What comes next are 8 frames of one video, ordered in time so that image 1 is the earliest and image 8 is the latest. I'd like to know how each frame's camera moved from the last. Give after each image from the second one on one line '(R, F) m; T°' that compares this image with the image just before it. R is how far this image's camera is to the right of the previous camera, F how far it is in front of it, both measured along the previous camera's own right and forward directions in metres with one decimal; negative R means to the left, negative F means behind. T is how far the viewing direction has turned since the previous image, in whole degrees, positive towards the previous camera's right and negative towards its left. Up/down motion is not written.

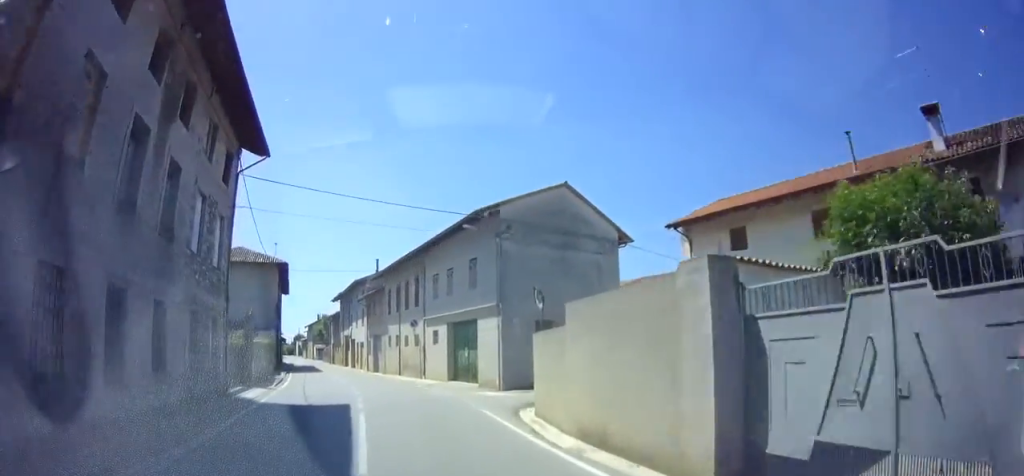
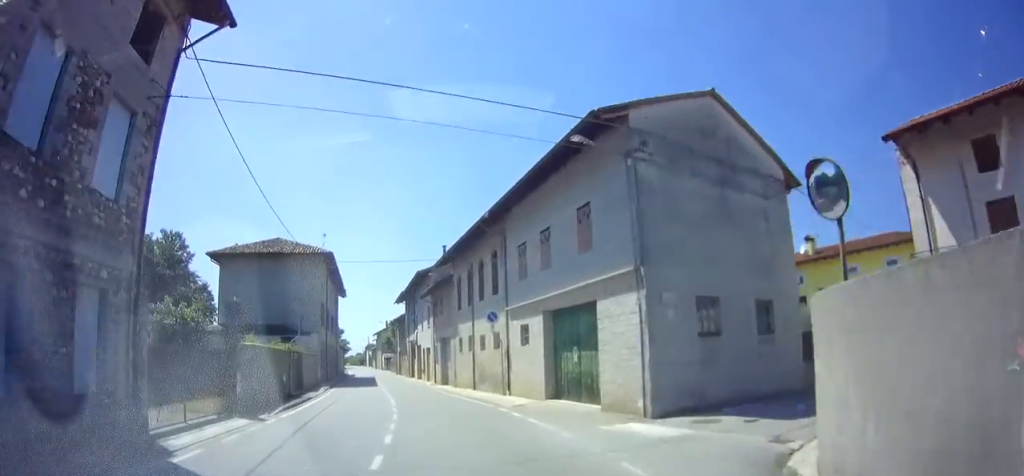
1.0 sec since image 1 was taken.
(0.0, +8.9) m; -1°
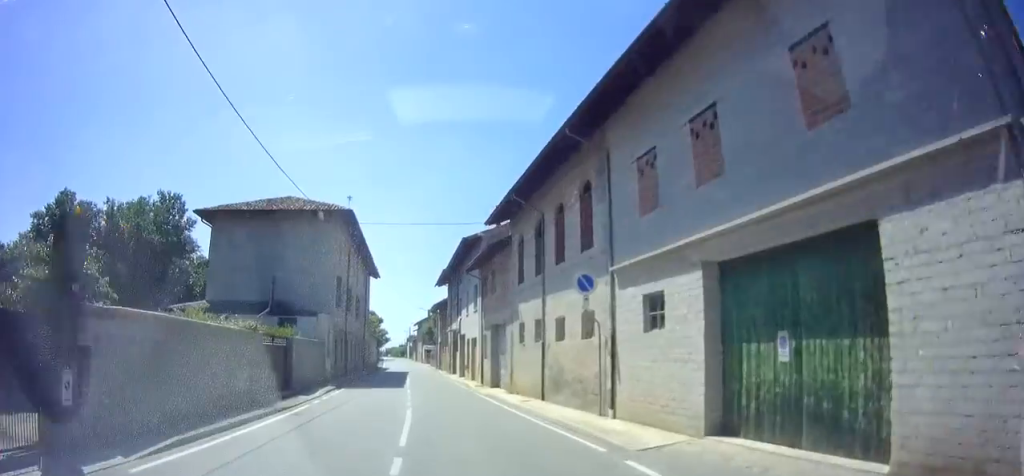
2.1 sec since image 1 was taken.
(-0.2, +9.2) m; -2°
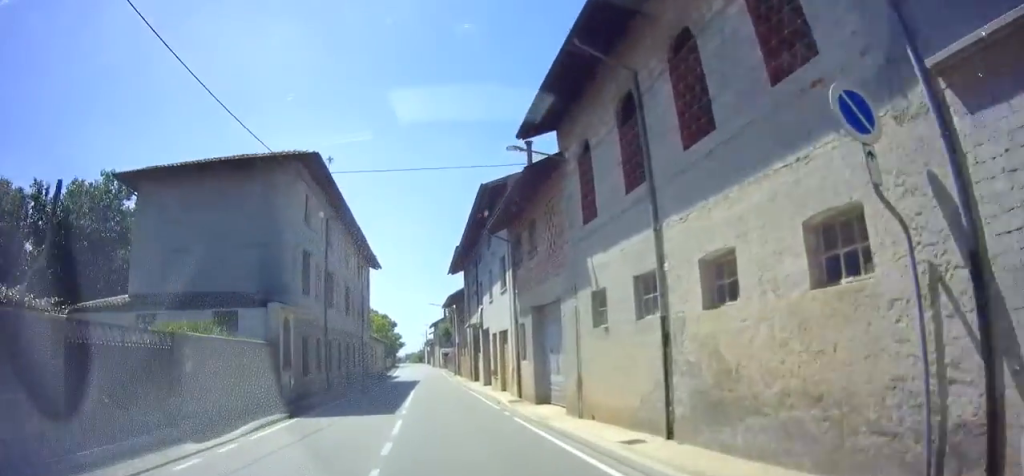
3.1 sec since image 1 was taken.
(-0.1, +10.1) m; -5°
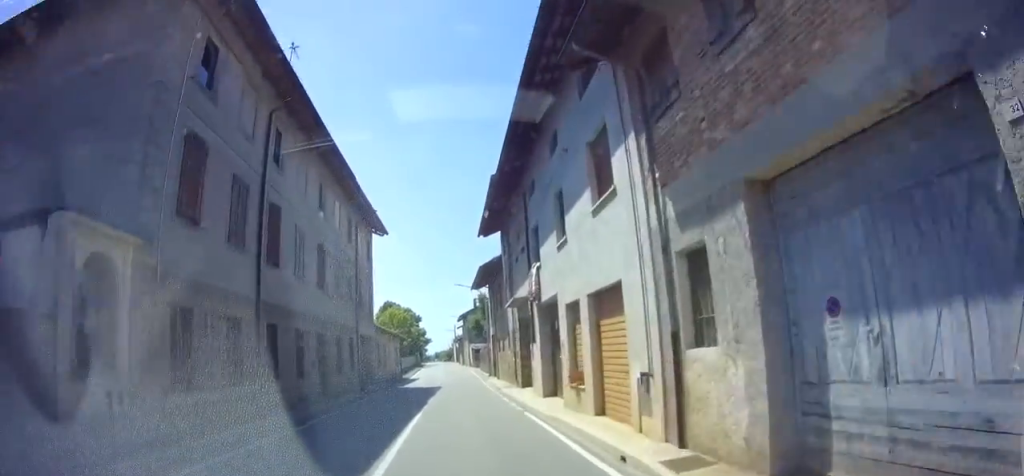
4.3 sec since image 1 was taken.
(-0.9, +12.1) m; -6°
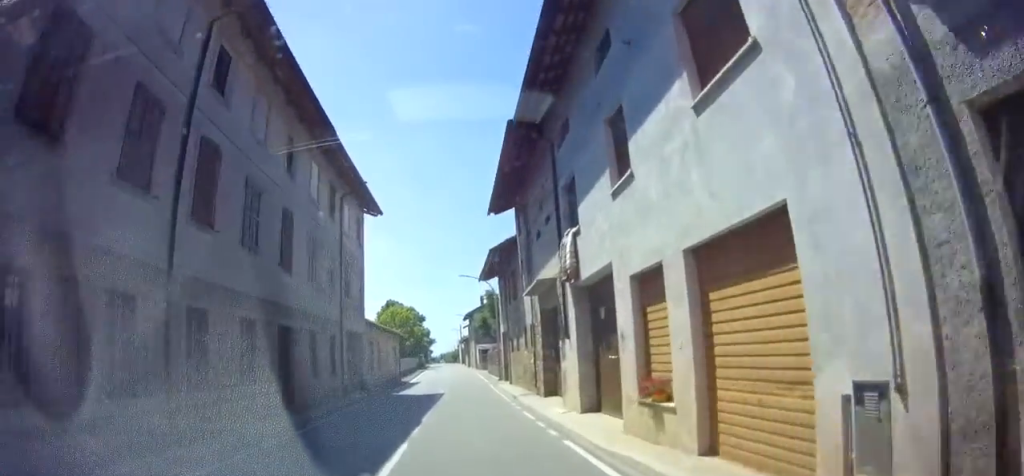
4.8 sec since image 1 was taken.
(0.0, +4.9) m; 0°
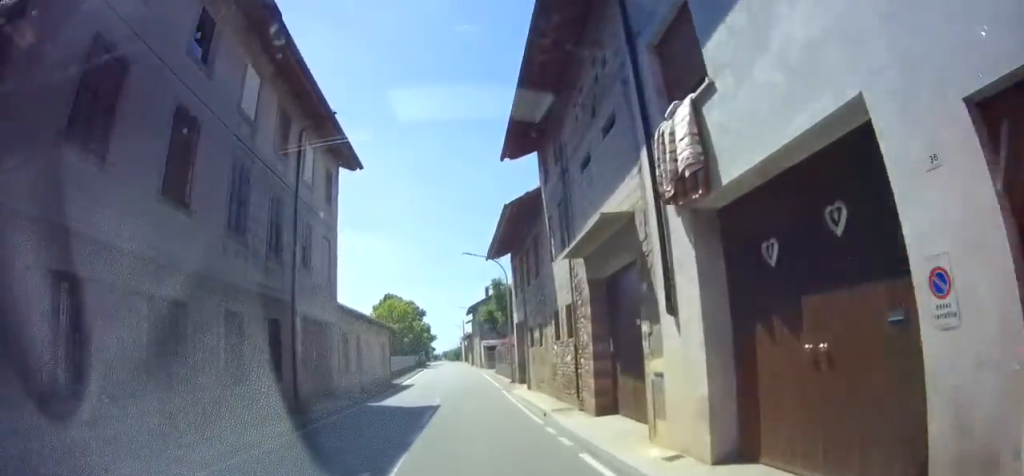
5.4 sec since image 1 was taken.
(0.0, +6.7) m; 0°
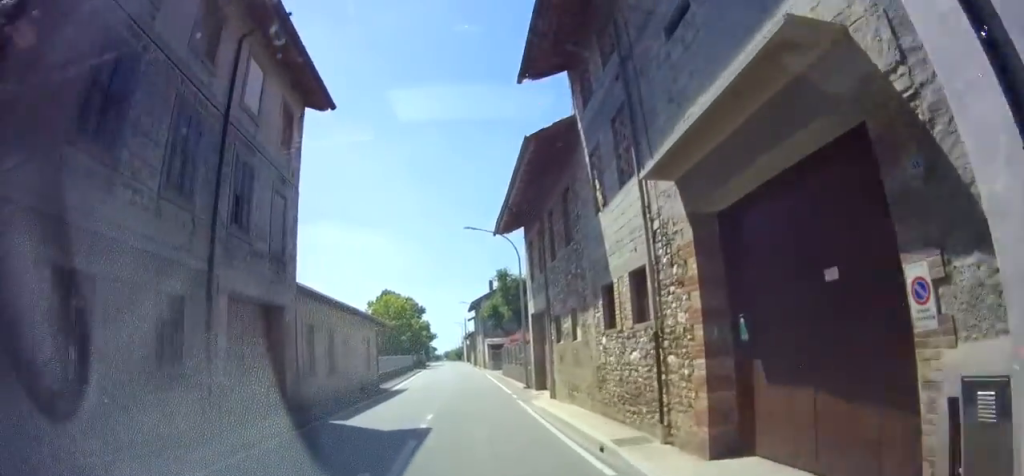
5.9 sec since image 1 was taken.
(0.0, +5.4) m; 0°
